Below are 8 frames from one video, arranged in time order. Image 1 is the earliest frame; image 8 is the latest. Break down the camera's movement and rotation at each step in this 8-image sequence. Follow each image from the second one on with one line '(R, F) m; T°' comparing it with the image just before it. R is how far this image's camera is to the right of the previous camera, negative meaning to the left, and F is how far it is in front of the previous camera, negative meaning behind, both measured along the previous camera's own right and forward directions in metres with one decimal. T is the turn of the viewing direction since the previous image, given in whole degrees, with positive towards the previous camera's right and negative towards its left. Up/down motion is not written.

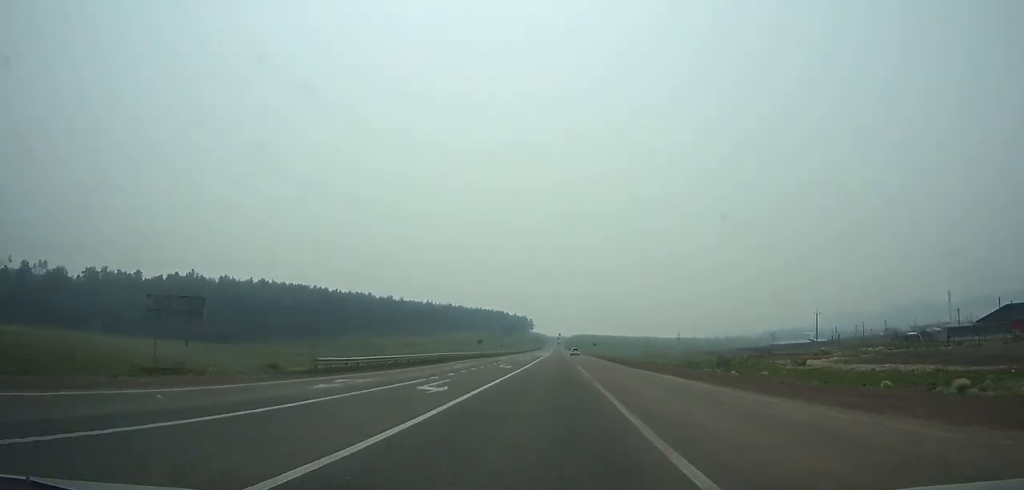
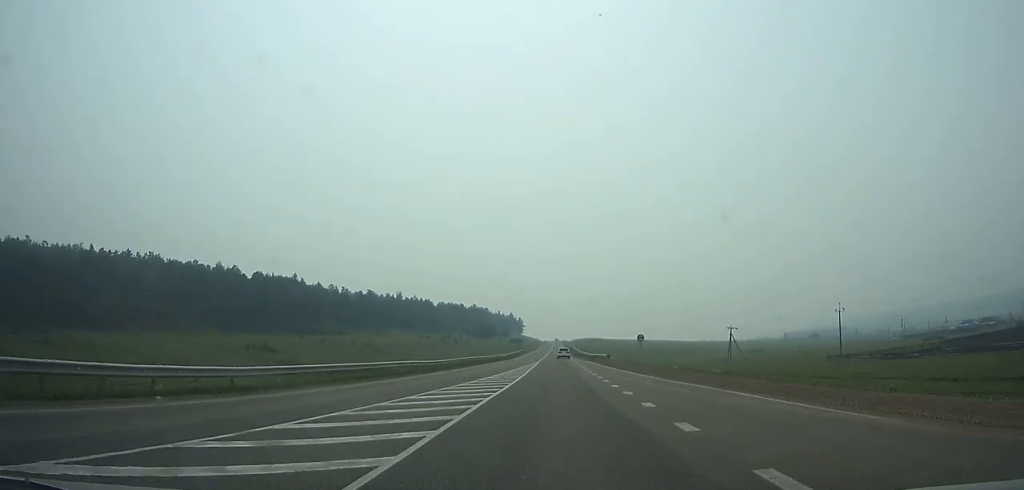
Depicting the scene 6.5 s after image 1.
(+0.5, +145.1) m; +1°
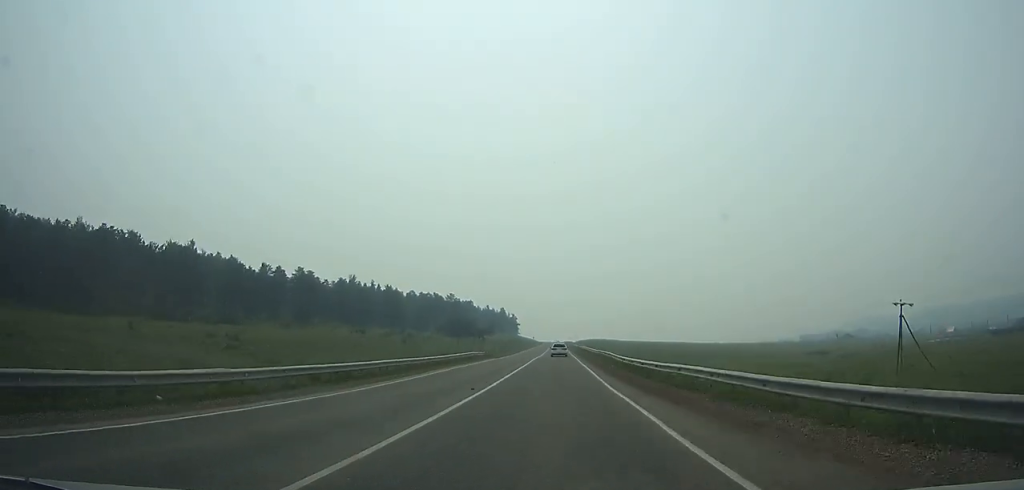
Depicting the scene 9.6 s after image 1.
(+0.1, +74.7) m; 0°
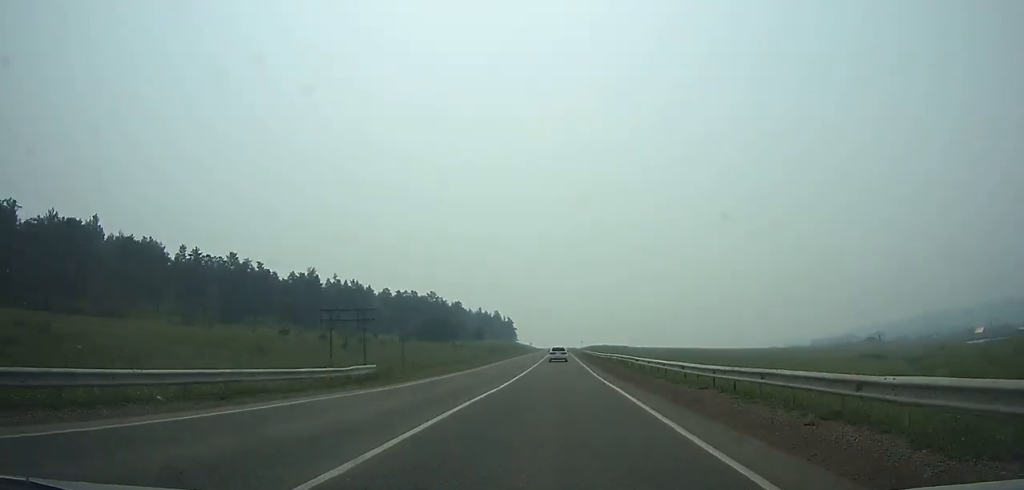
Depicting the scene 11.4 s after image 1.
(-0.1, +43.5) m; 0°
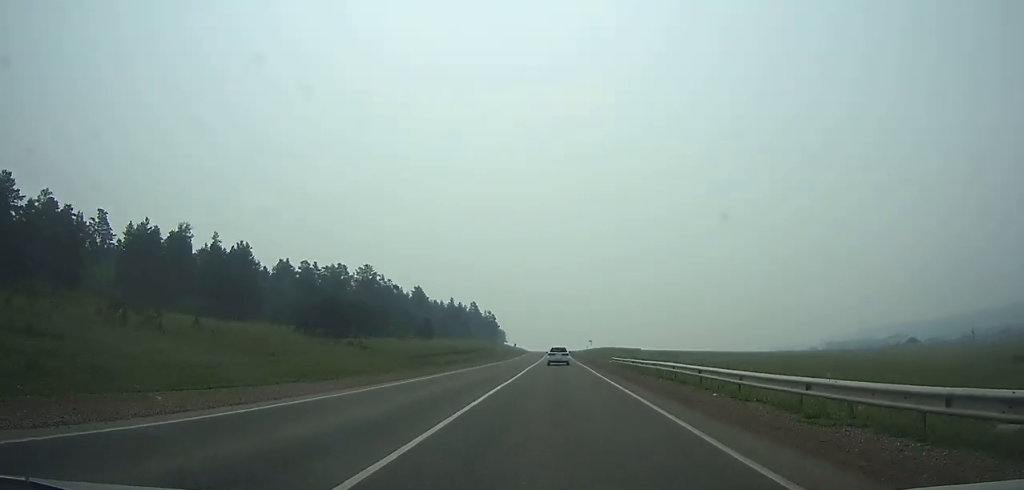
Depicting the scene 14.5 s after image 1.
(-0.2, +74.3) m; 0°
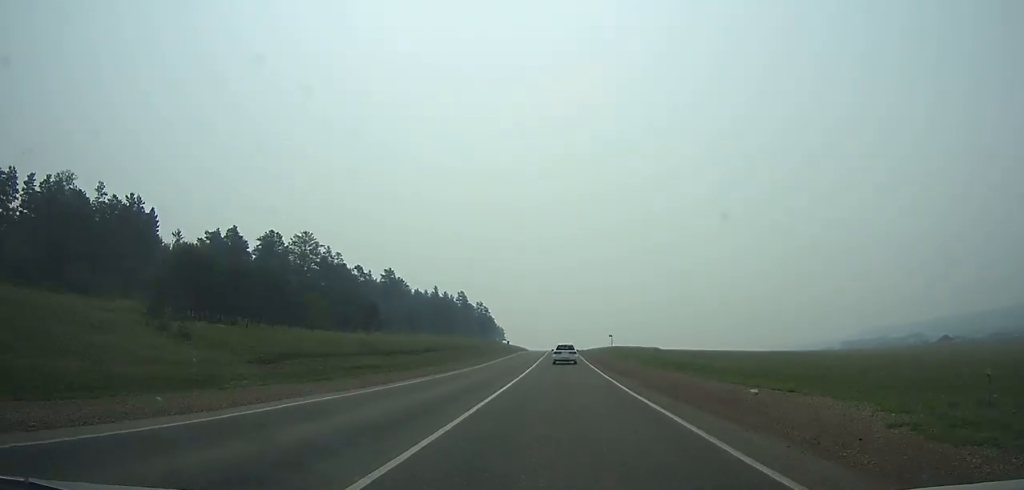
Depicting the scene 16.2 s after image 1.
(0.0, +40.5) m; 0°
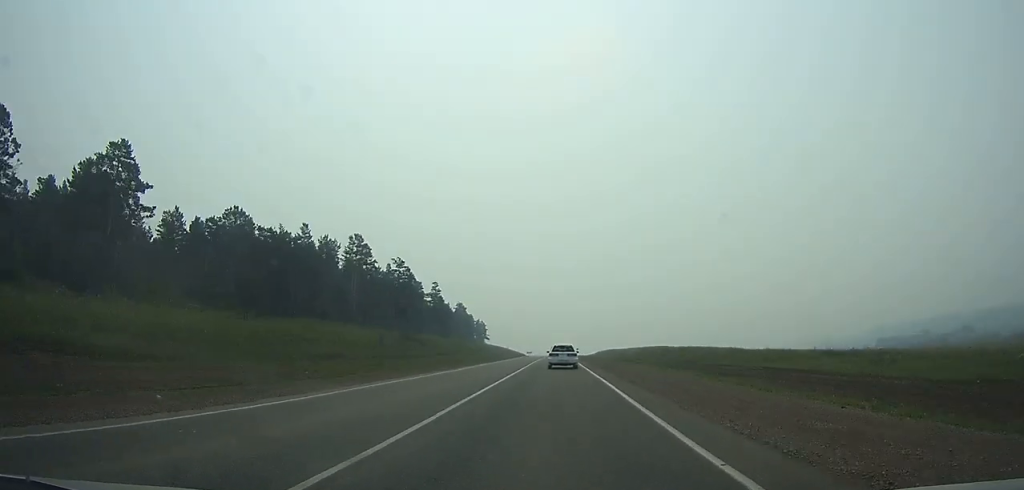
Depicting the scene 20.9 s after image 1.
(-0.1, +110.9) m; 0°
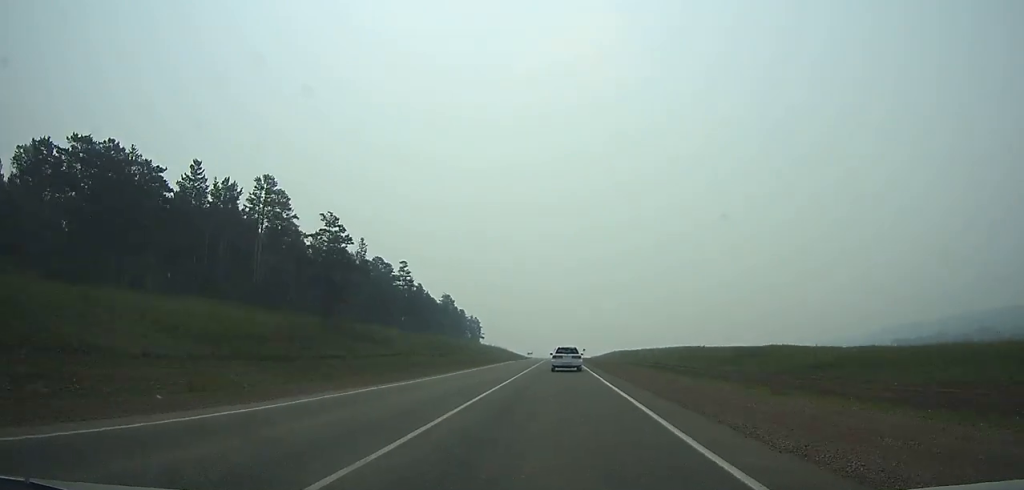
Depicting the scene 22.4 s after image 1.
(0.0, +35.1) m; 0°
